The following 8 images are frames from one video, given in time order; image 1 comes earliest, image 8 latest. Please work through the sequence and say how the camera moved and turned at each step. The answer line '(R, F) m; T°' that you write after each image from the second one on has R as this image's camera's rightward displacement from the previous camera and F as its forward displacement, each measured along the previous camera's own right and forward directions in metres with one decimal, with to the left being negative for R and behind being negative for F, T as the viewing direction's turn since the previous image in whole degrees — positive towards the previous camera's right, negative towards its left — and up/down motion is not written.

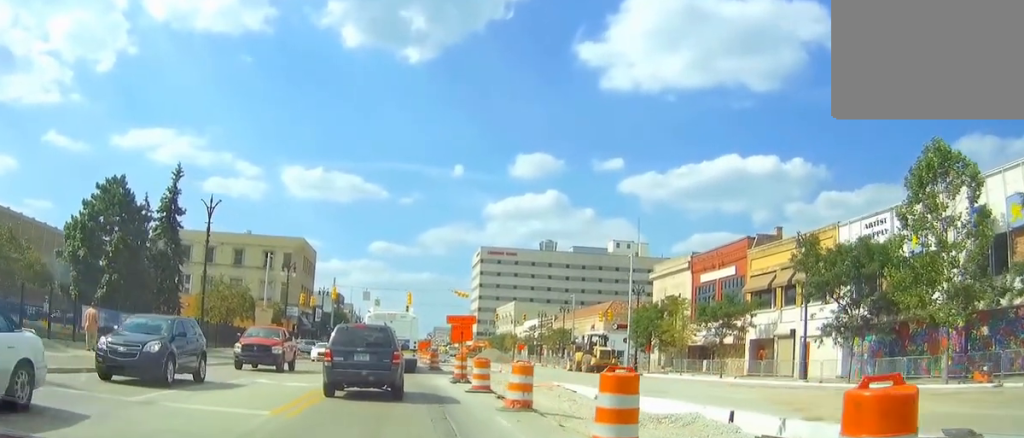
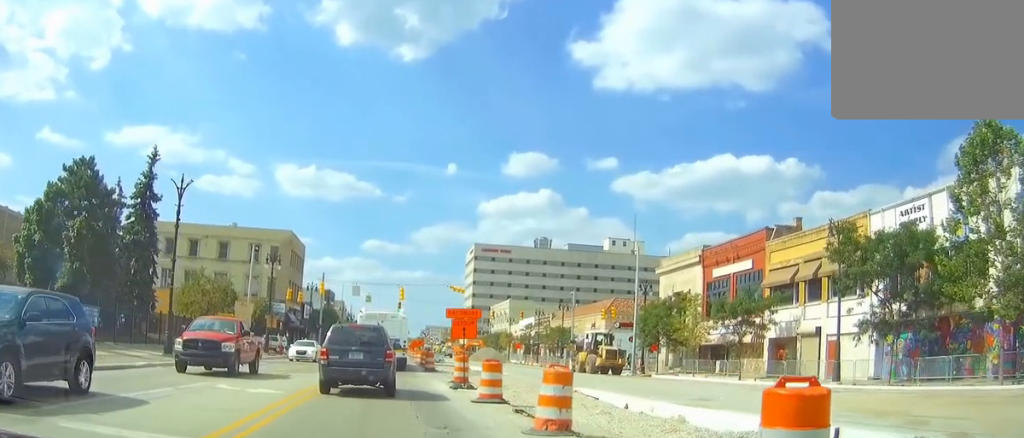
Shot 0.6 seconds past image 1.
(0.0, +4.6) m; 0°
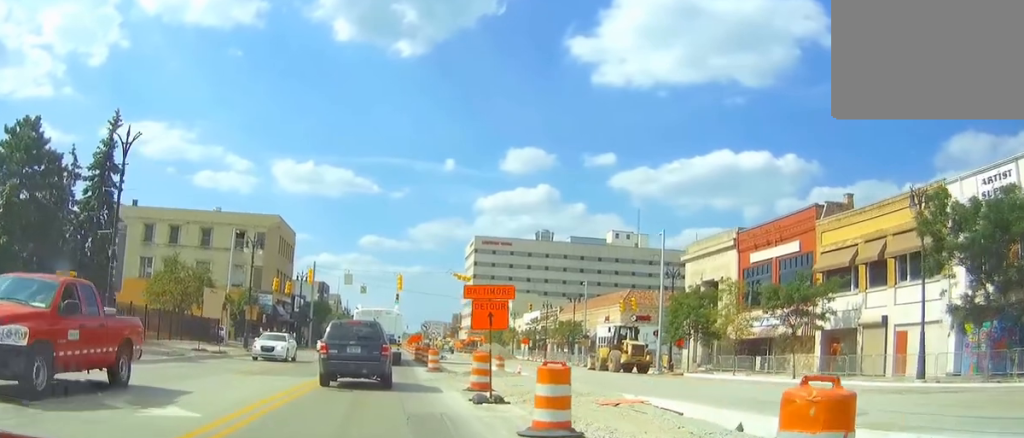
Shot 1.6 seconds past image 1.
(-0.1, +8.3) m; -1°
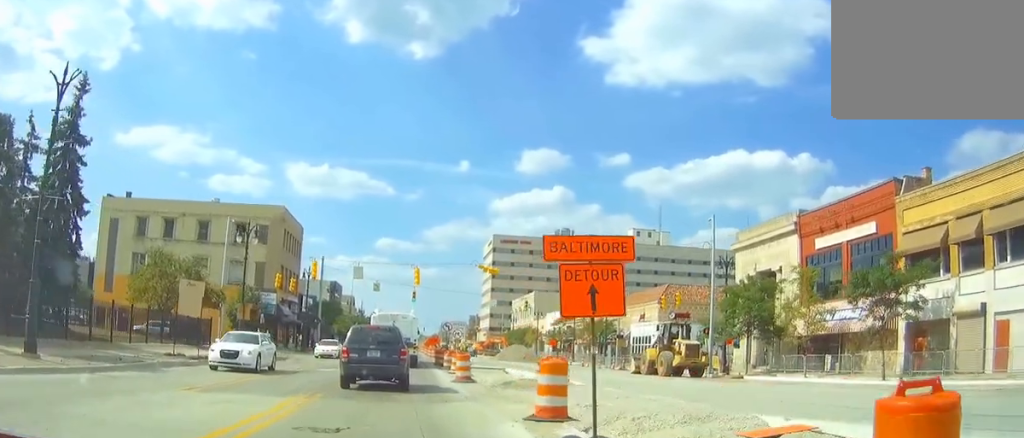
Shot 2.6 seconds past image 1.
(0.0, +8.0) m; 0°
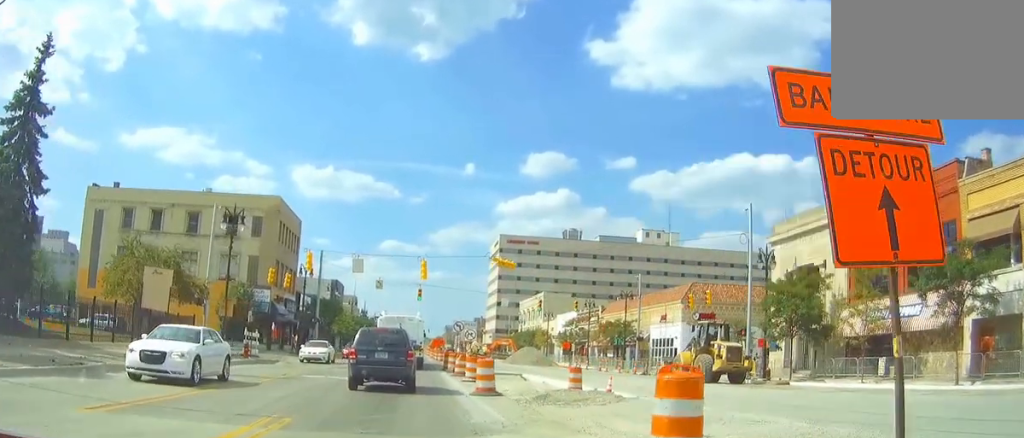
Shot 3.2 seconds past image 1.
(0.0, +6.1) m; +1°
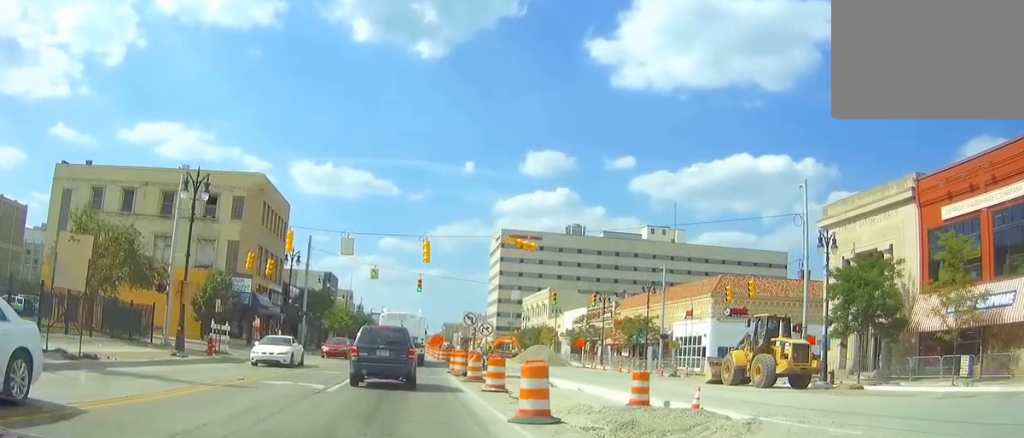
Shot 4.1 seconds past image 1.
(+0.1, +8.4) m; 0°
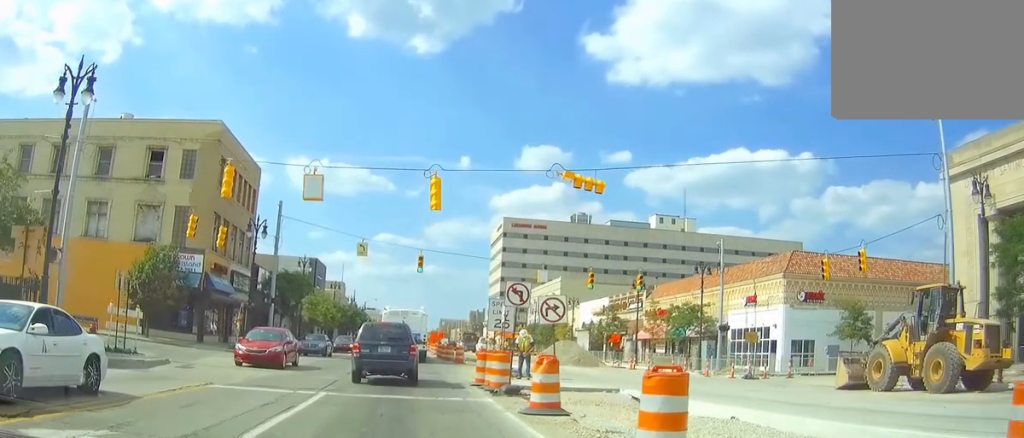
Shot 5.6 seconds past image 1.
(0.0, +14.6) m; 0°
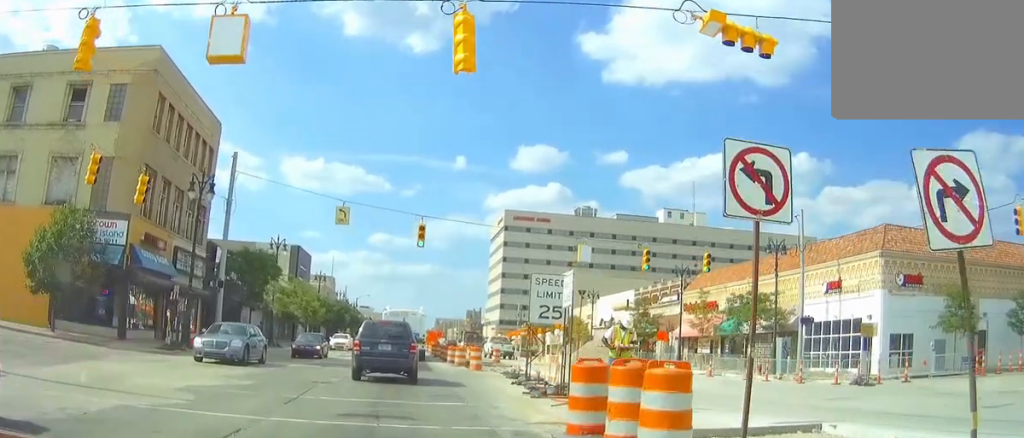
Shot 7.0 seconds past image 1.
(0.0, +13.8) m; +1°
